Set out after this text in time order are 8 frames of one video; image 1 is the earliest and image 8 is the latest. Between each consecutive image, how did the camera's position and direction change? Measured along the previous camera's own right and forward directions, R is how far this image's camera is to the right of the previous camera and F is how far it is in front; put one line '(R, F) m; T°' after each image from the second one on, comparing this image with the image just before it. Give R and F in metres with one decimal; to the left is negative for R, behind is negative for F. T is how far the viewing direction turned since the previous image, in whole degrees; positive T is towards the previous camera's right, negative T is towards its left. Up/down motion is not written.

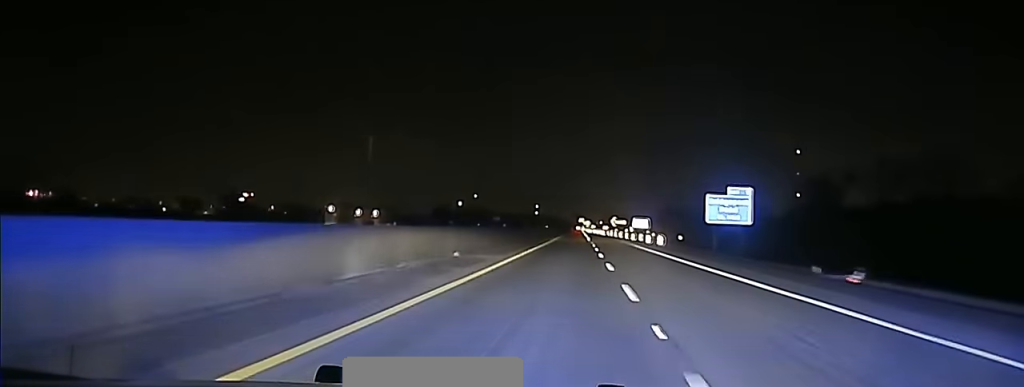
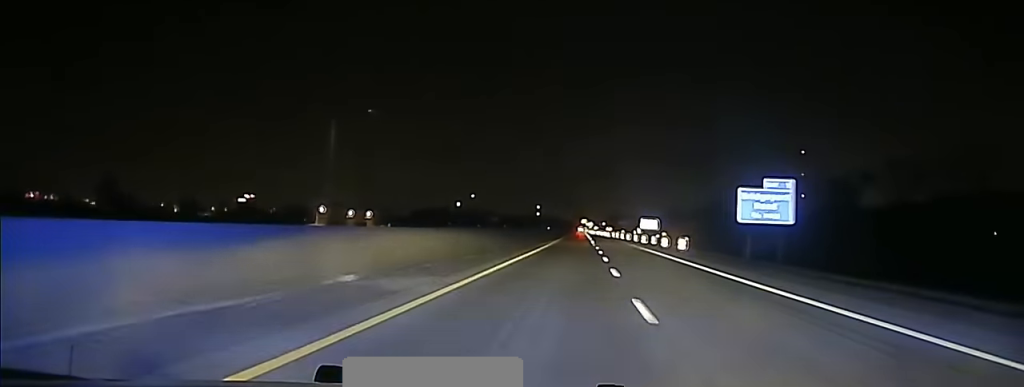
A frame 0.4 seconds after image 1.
(0.0, +15.3) m; 0°
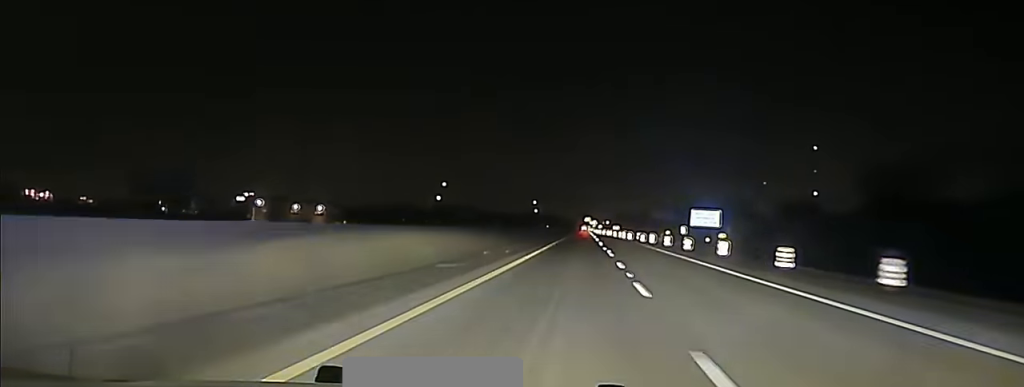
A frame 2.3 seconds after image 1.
(-0.4, +64.4) m; -1°
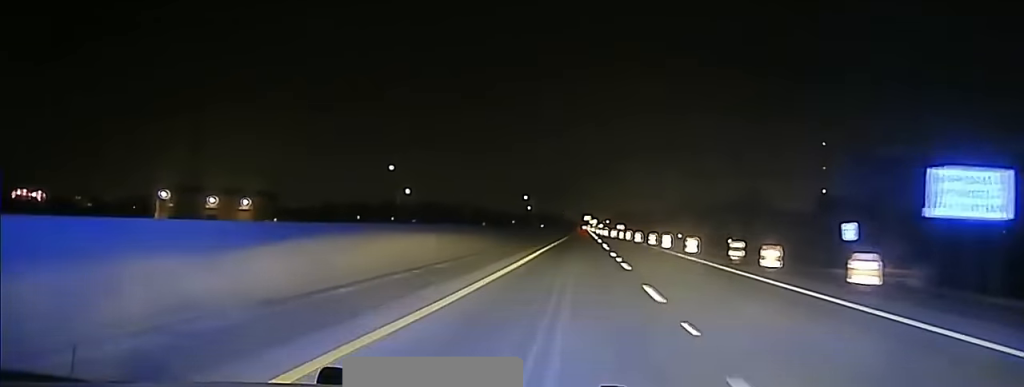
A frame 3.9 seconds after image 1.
(+0.1, +59.2) m; 0°
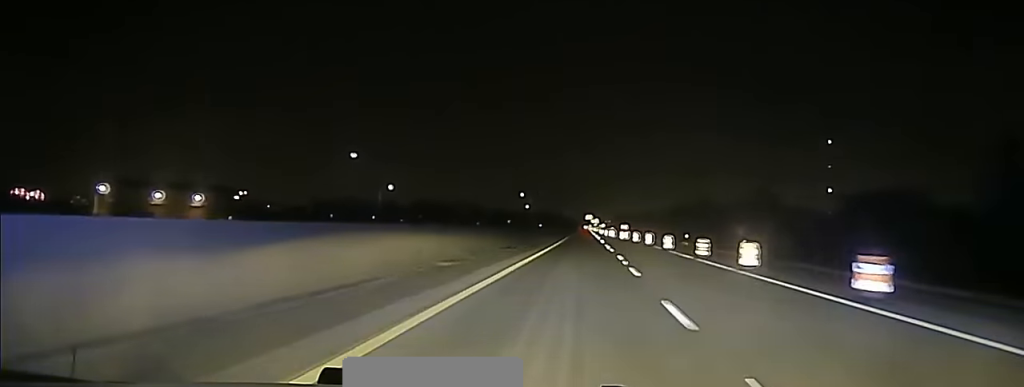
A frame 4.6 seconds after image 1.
(+0.1, +29.8) m; 0°
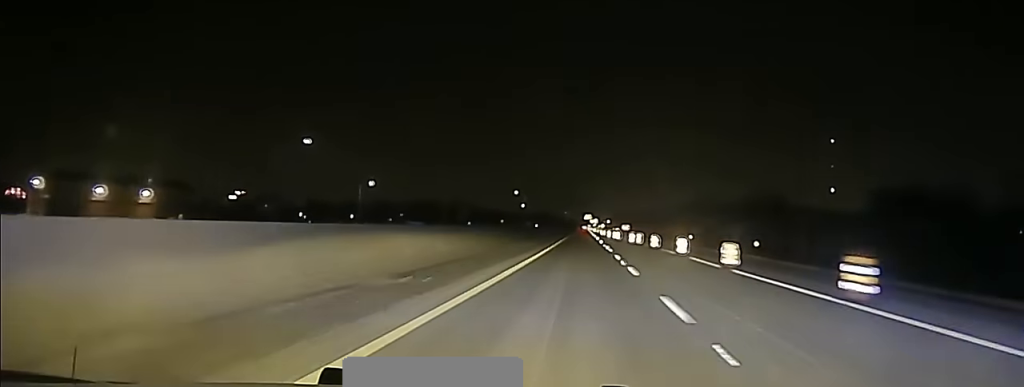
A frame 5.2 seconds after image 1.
(+0.1, +23.6) m; 0°
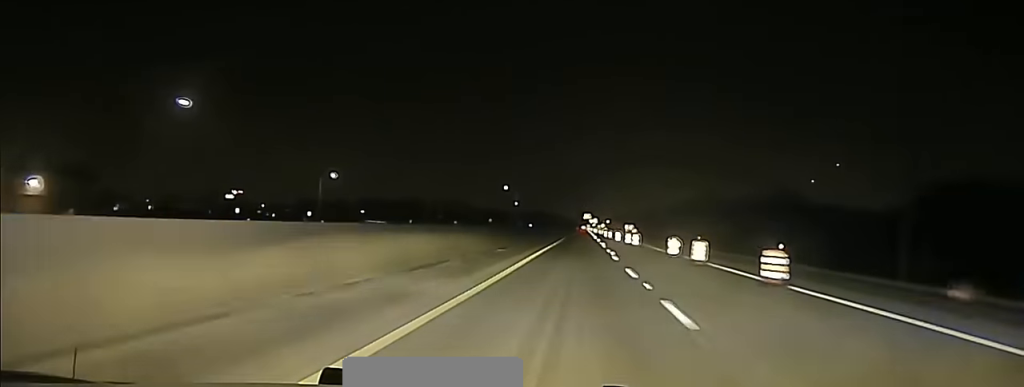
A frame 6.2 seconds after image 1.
(-0.2, +42.2) m; 0°
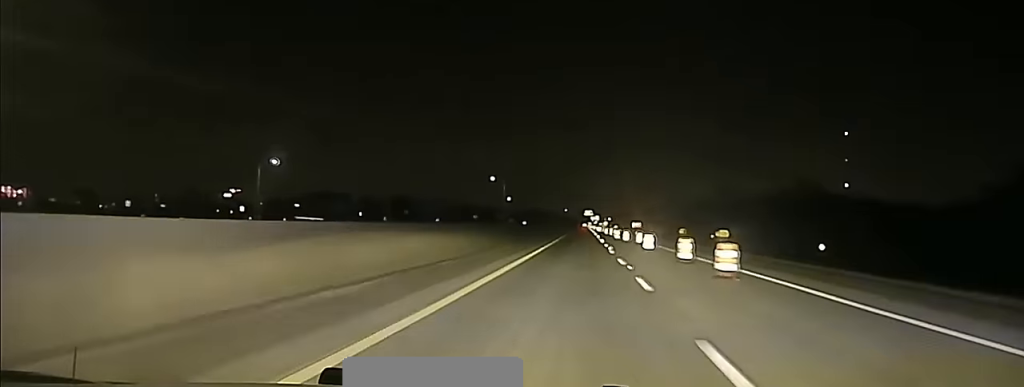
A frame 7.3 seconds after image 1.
(0.0, +42.6) m; 0°
